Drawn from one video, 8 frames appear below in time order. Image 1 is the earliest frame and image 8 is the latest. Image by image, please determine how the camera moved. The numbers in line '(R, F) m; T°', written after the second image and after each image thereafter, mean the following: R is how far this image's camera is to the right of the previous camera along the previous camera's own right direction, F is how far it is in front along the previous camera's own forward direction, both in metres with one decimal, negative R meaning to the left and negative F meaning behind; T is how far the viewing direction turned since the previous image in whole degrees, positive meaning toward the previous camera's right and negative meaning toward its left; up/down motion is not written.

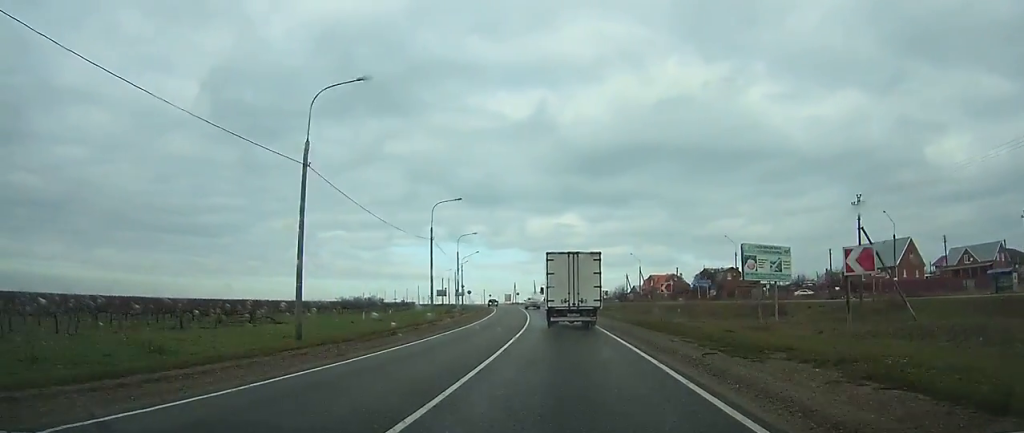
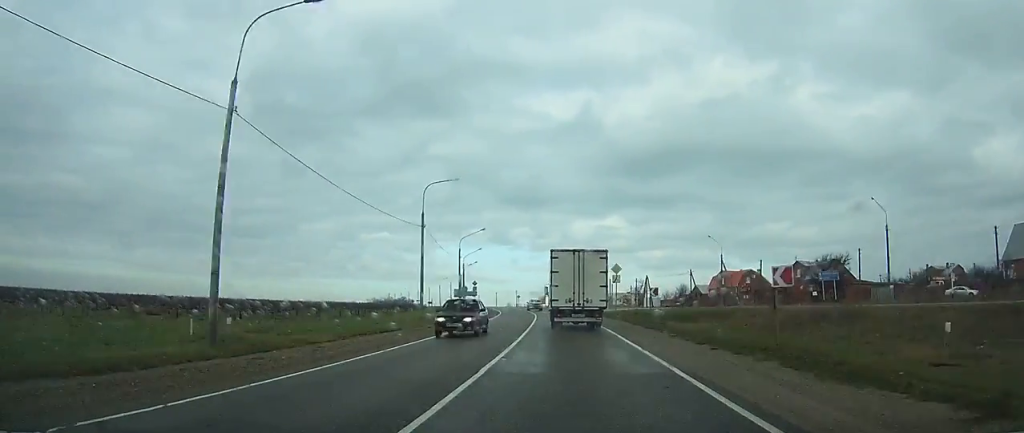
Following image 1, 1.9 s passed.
(-1.1, +35.8) m; -4°
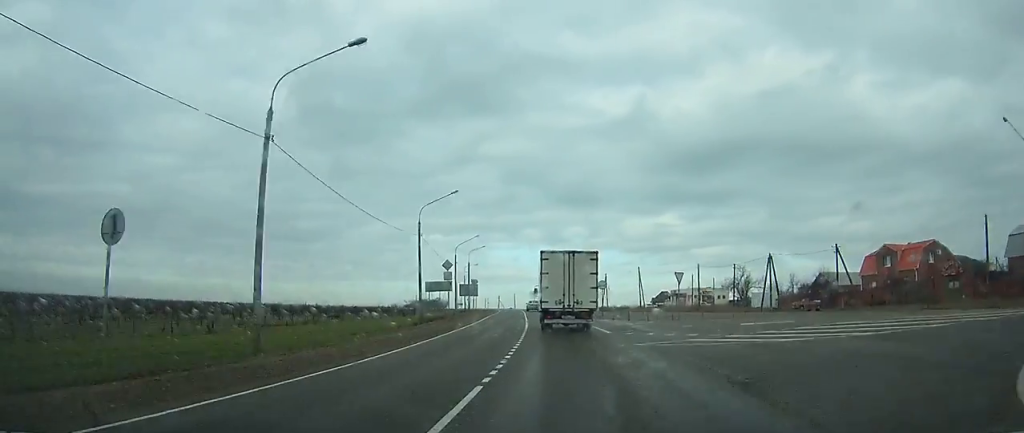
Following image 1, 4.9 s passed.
(-3.0, +53.5) m; -6°
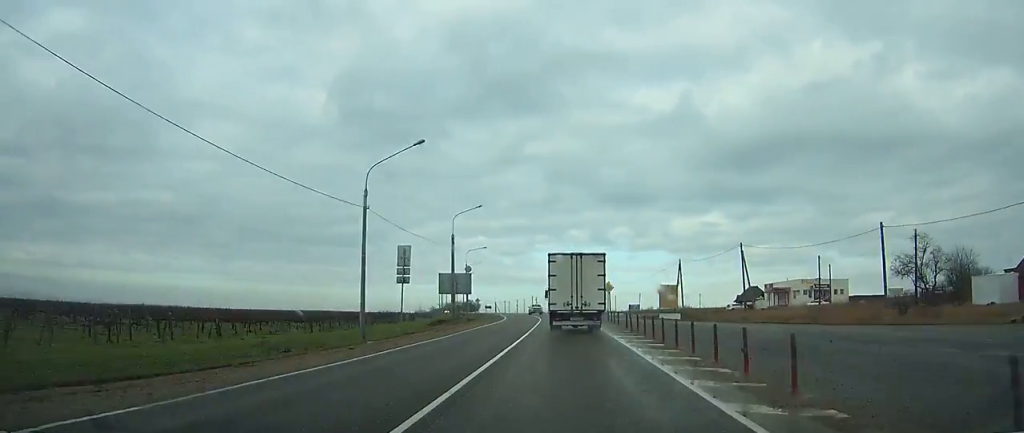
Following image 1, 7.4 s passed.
(-1.7, +46.1) m; -4°
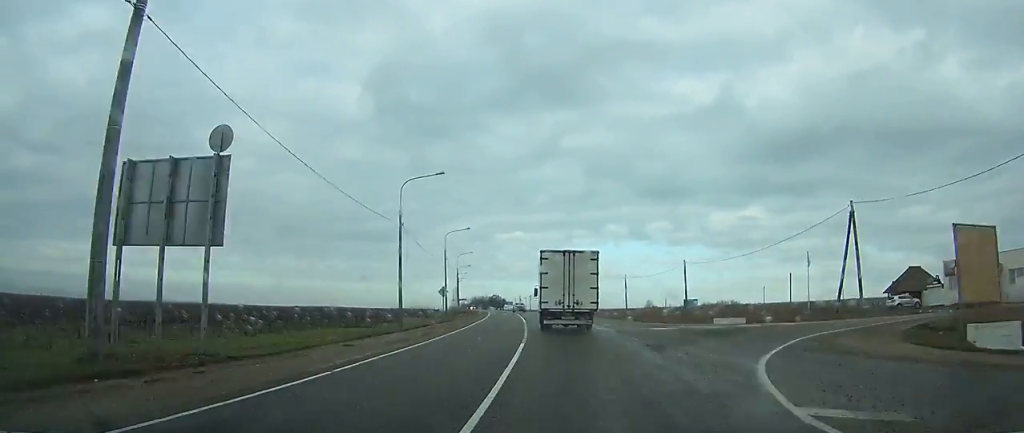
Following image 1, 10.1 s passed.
(-1.8, +49.1) m; -4°
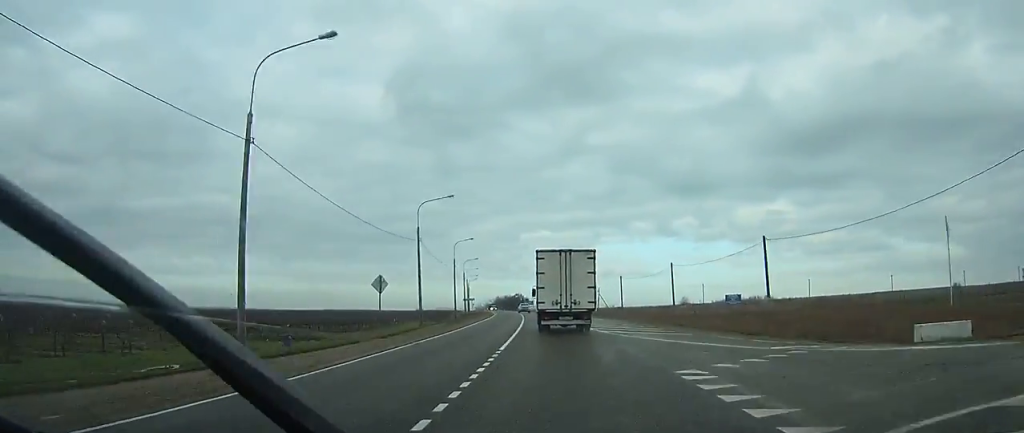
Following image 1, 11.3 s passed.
(-0.3, +22.4) m; -2°
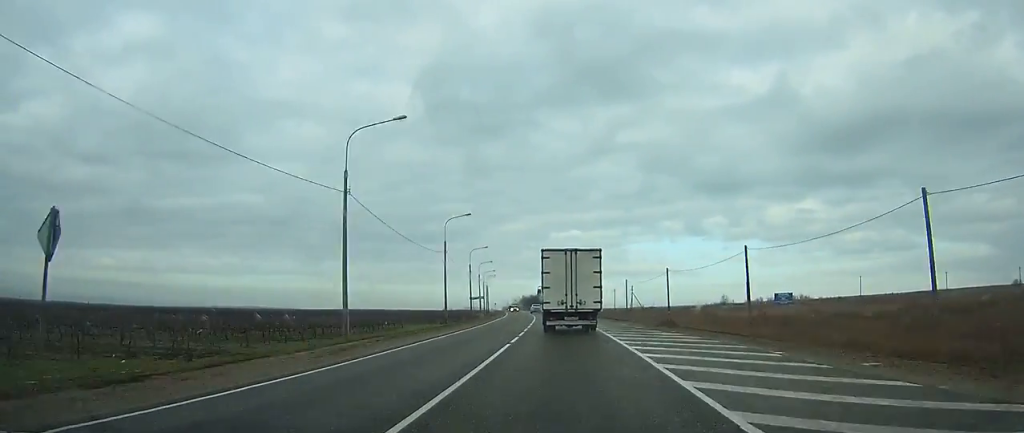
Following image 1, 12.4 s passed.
(-0.5, +21.4) m; -2°
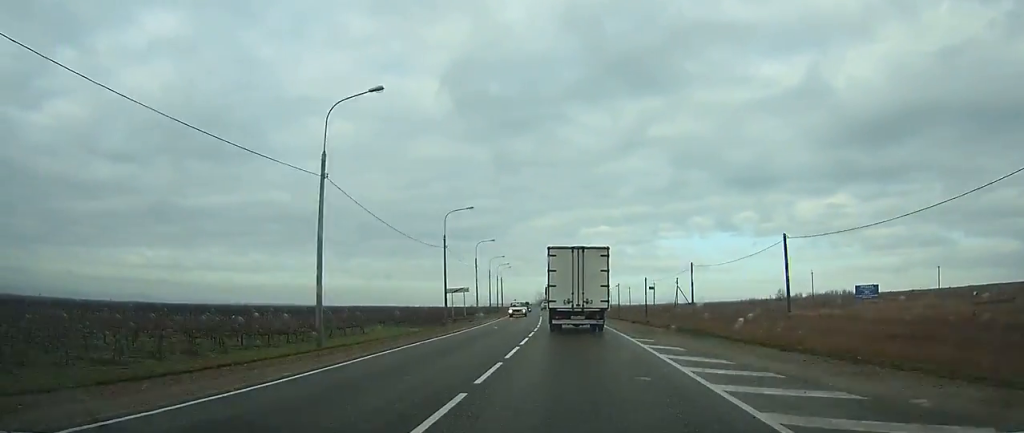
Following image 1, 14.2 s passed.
(-0.9, +34.2) m; -3°
